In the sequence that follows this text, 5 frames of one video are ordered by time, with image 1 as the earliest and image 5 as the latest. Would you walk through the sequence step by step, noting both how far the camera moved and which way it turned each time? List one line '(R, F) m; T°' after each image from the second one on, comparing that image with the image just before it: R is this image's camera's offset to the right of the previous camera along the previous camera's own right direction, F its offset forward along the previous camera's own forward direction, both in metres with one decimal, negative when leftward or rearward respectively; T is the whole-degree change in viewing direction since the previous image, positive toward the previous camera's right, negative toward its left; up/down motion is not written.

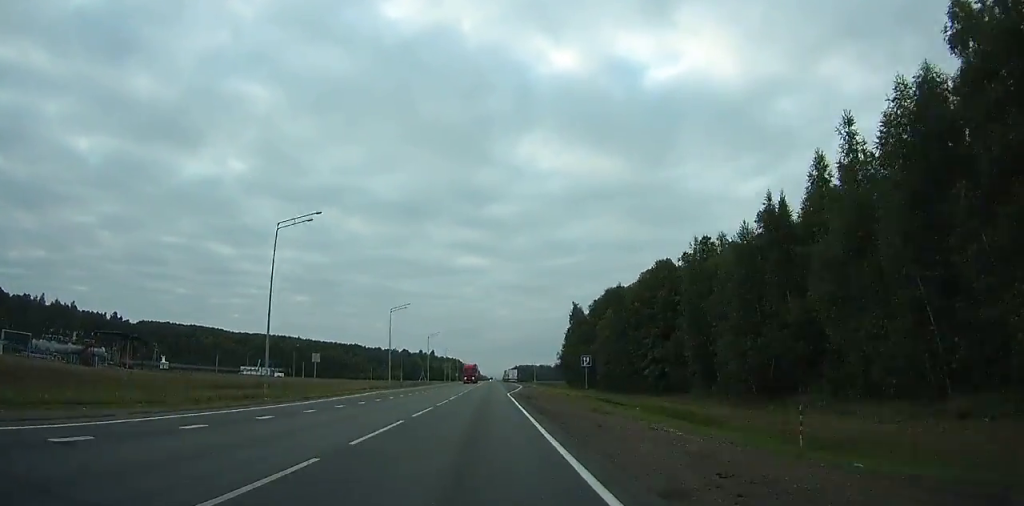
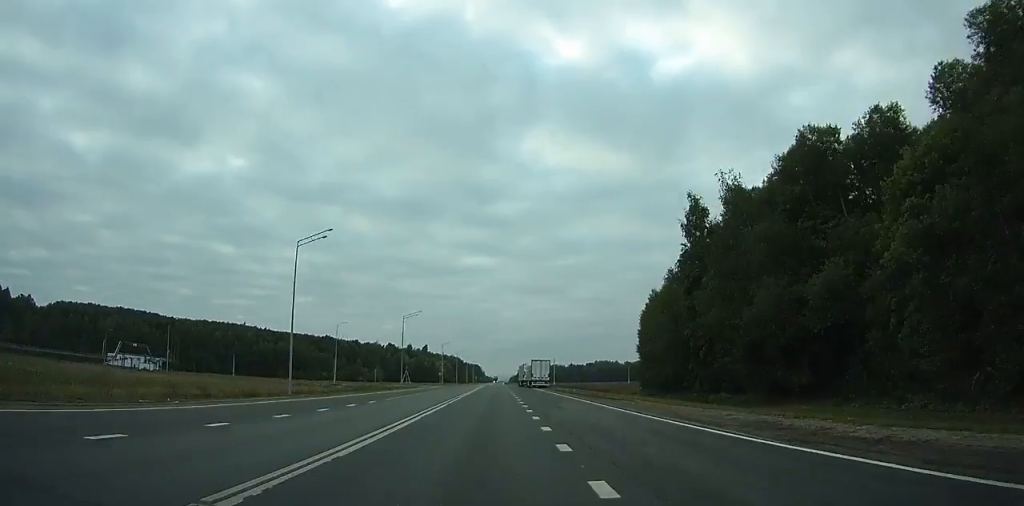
(-0.1, +89.7) m; 0°
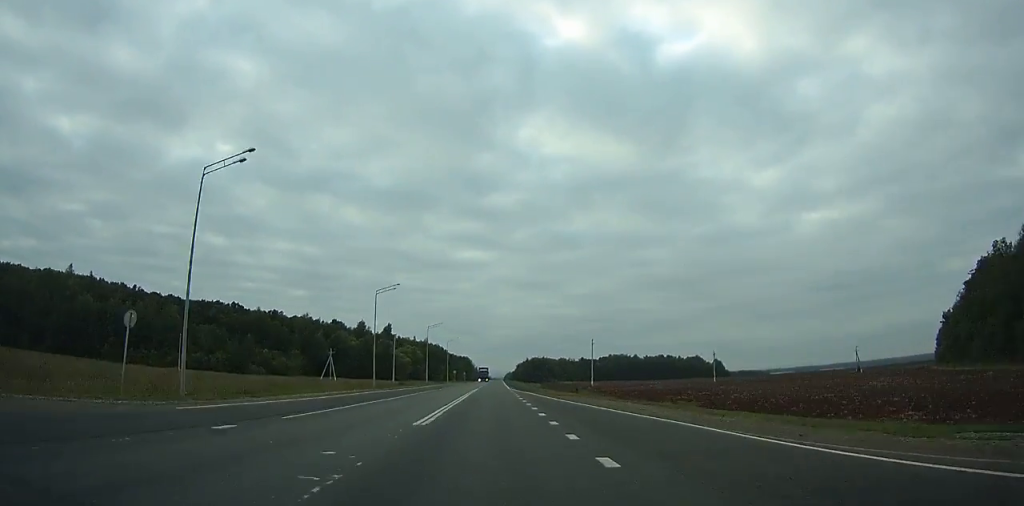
(-0.6, +125.1) m; 0°
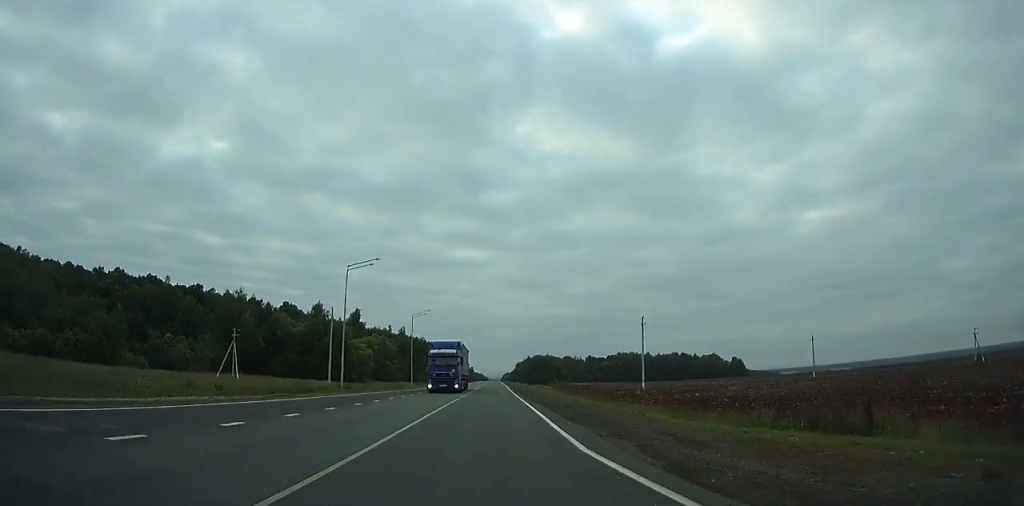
(+0.2, +58.2) m; 0°
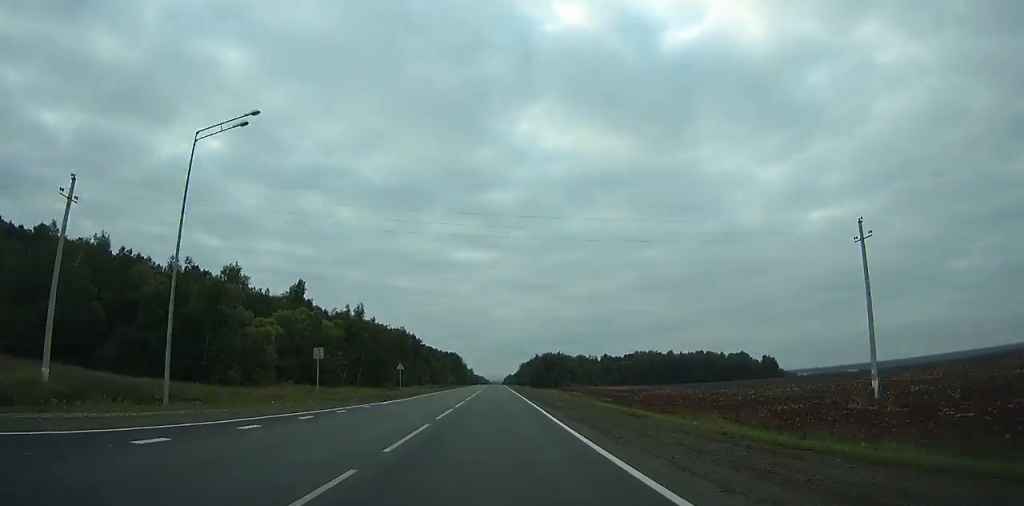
(+0.1, +67.0) m; 0°
